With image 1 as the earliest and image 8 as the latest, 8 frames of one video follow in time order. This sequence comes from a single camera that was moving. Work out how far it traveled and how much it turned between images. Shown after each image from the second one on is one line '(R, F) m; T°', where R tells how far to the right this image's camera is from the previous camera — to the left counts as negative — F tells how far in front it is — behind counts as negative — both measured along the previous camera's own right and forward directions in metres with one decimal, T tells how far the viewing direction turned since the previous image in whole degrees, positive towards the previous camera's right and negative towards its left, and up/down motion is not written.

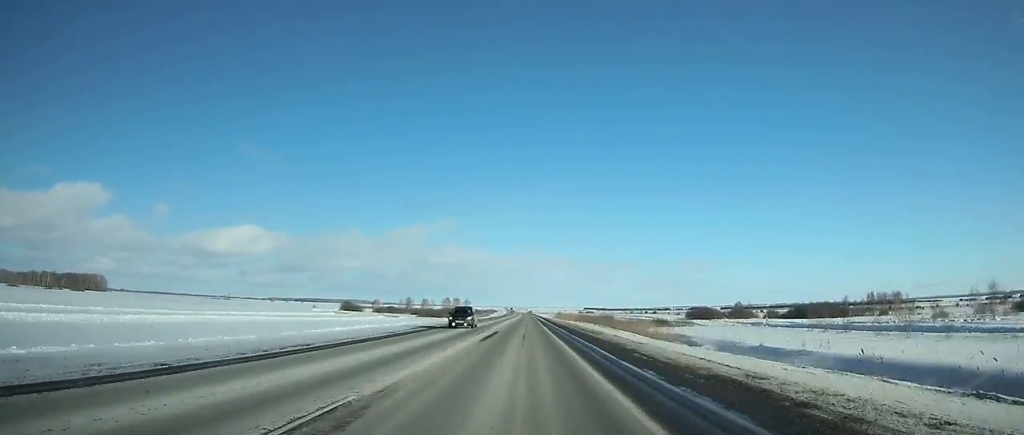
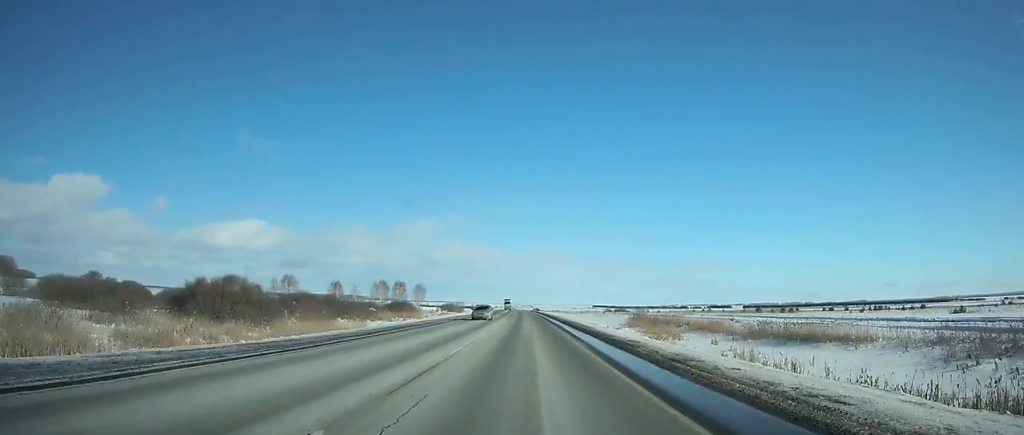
(-0.8, +184.5) m; -1°
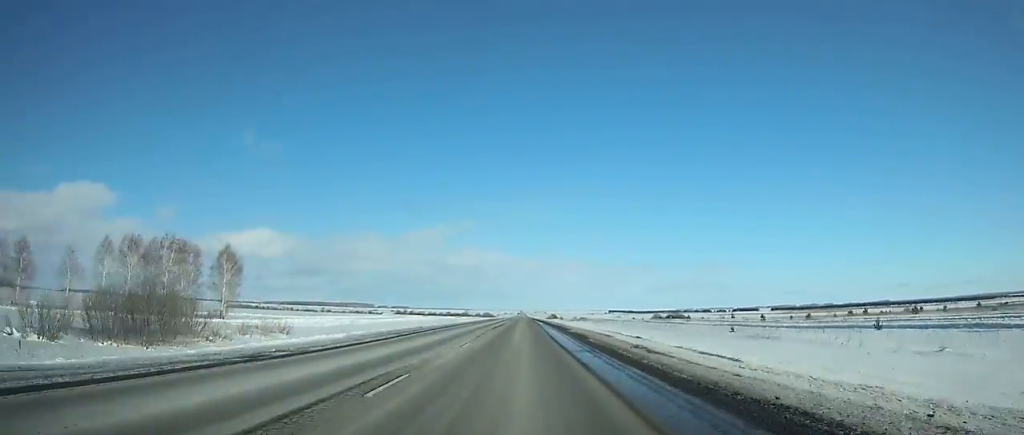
(-1.0, +141.0) m; -1°
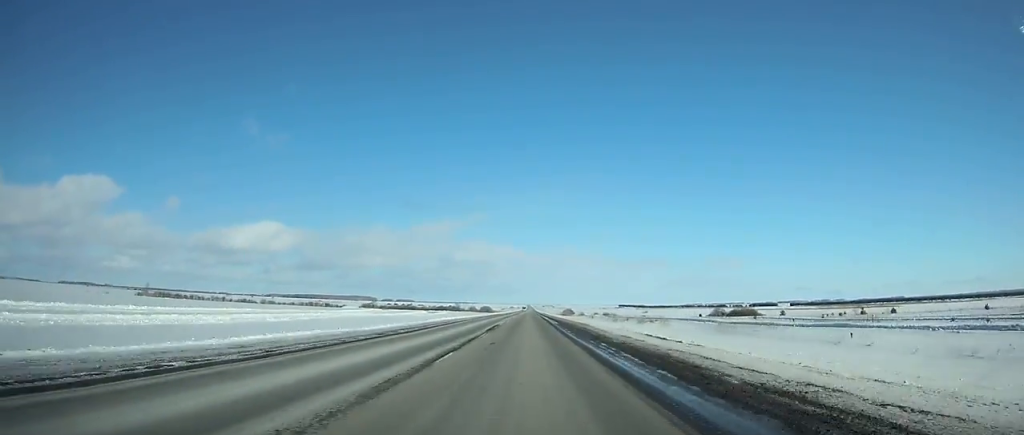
(-0.6, +91.9) m; 0°
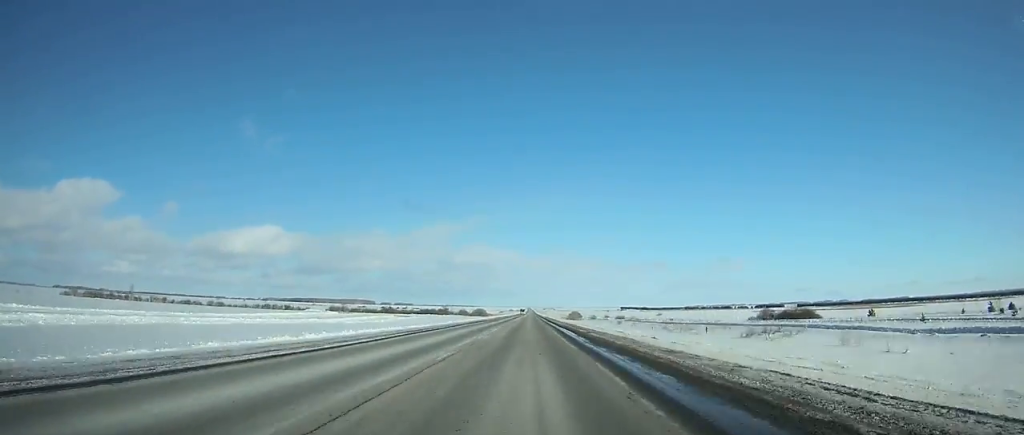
(0.0, +47.1) m; 0°
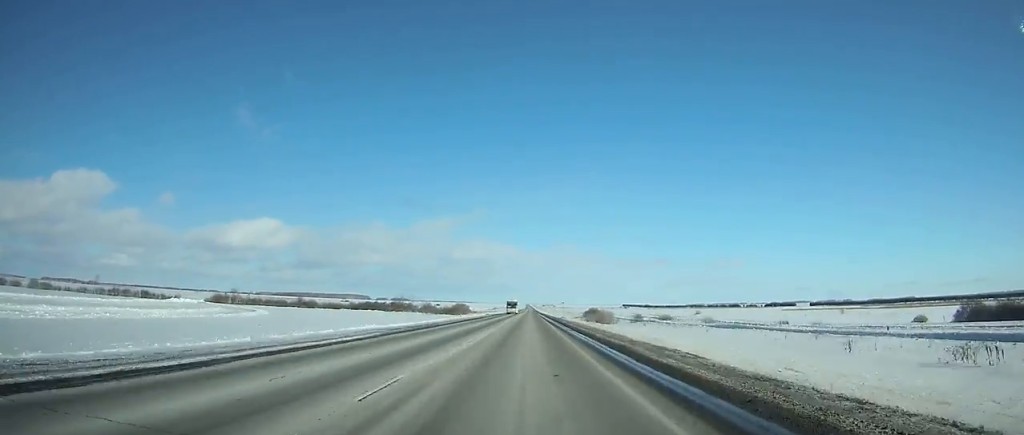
(+0.2, +90.3) m; 0°
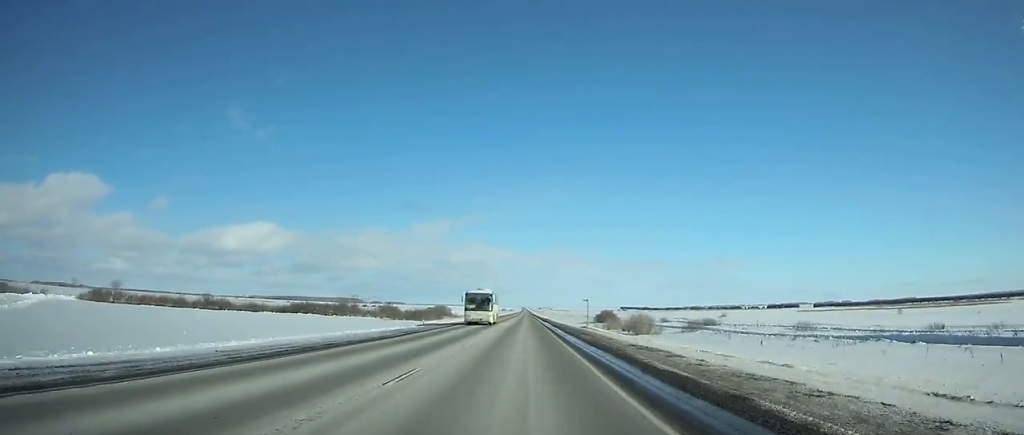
(+0.2, +46.3) m; 0°
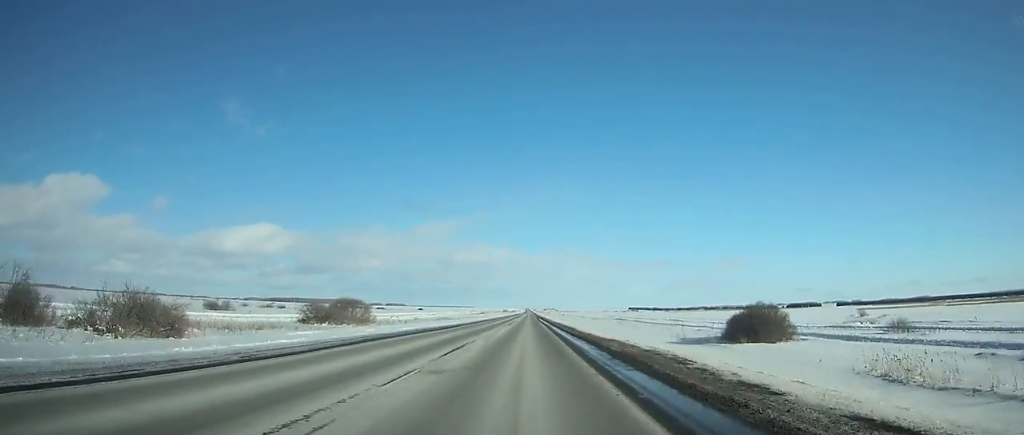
(-0.4, +110.0) m; -1°
